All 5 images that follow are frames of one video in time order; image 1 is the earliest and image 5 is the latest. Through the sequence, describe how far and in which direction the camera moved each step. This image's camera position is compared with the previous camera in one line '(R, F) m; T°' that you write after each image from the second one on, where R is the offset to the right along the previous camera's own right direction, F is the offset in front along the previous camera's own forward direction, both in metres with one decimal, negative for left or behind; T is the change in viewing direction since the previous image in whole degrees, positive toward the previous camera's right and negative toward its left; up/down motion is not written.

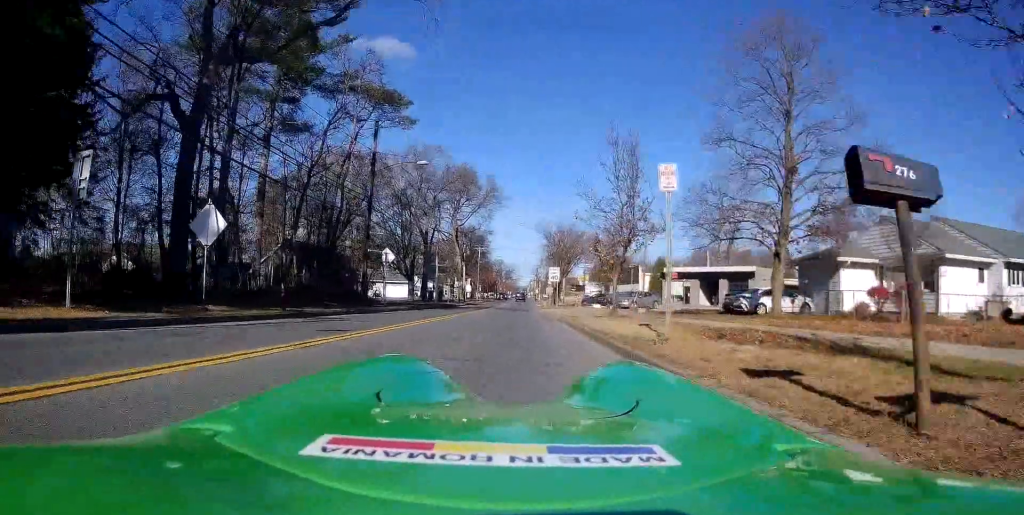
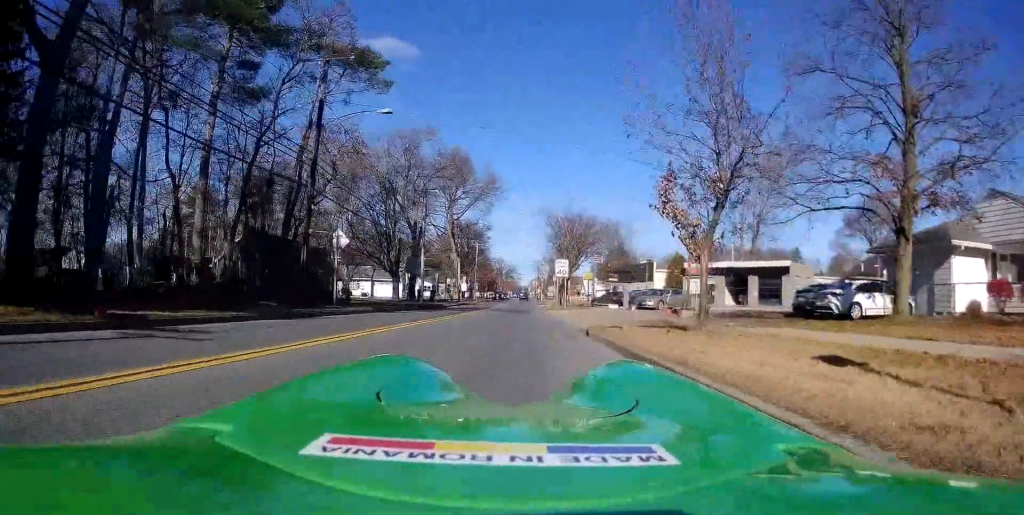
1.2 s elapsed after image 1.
(+0.1, +8.7) m; +3°
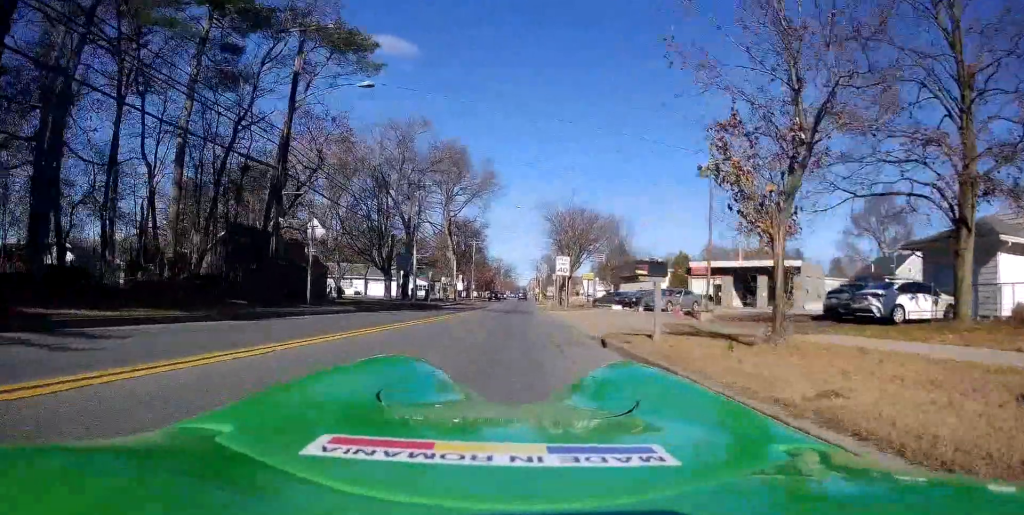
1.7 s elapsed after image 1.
(+0.3, +2.9) m; 0°
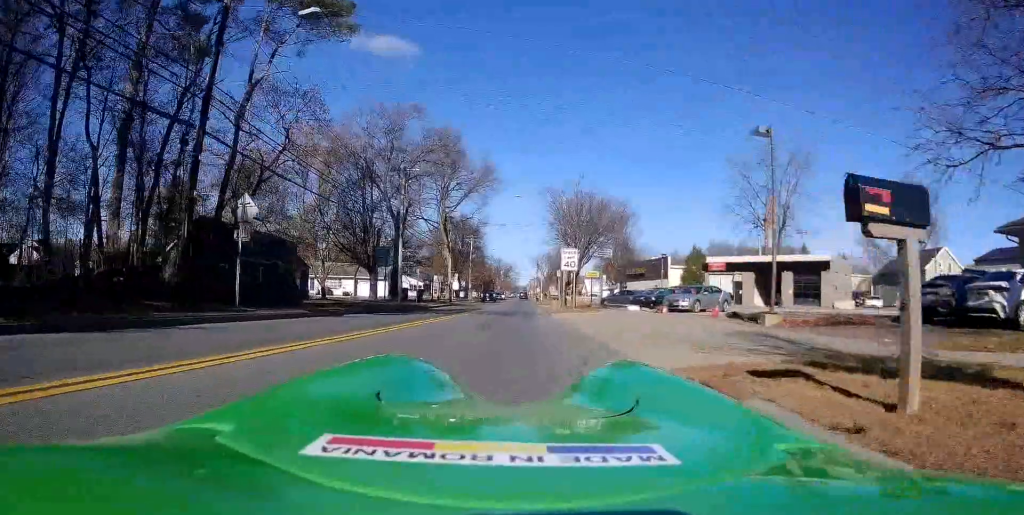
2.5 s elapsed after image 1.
(-0.3, +5.6) m; -2°
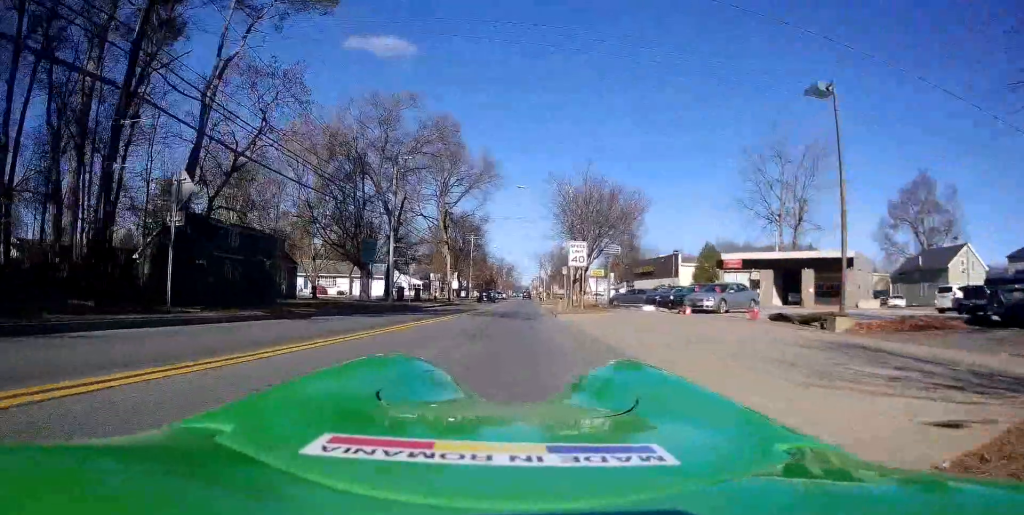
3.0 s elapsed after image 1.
(-0.2, +3.6) m; -1°
